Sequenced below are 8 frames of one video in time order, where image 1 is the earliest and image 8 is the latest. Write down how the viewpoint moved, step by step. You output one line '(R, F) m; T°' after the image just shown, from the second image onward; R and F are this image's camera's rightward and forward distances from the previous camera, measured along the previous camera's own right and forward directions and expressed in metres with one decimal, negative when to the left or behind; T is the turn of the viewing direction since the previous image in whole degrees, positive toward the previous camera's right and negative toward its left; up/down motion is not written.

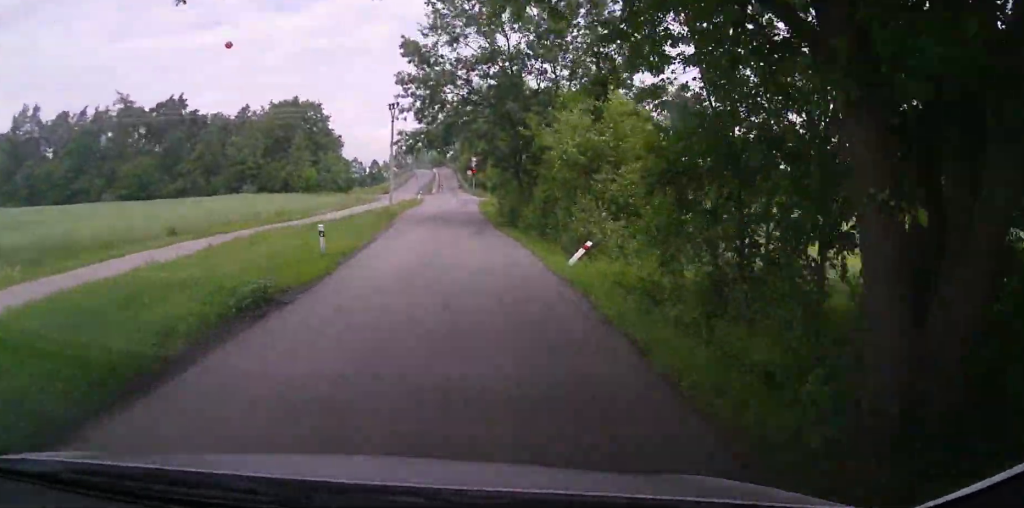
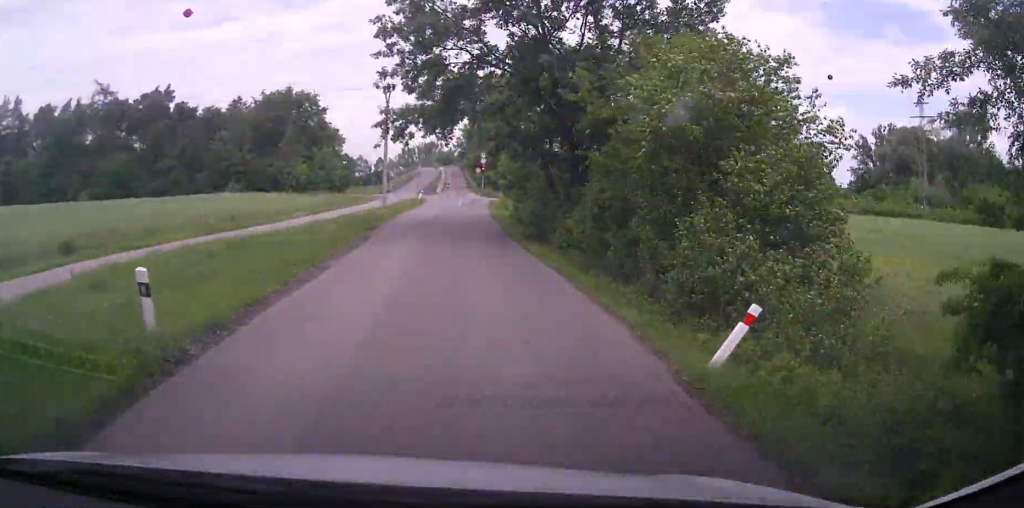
(+0.2, +10.2) m; +1°
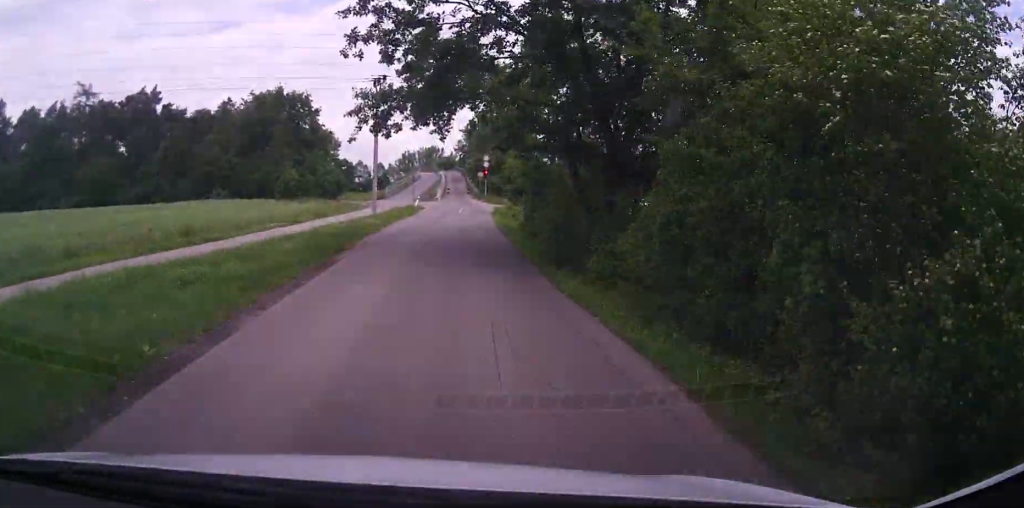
(0.0, +6.5) m; 0°
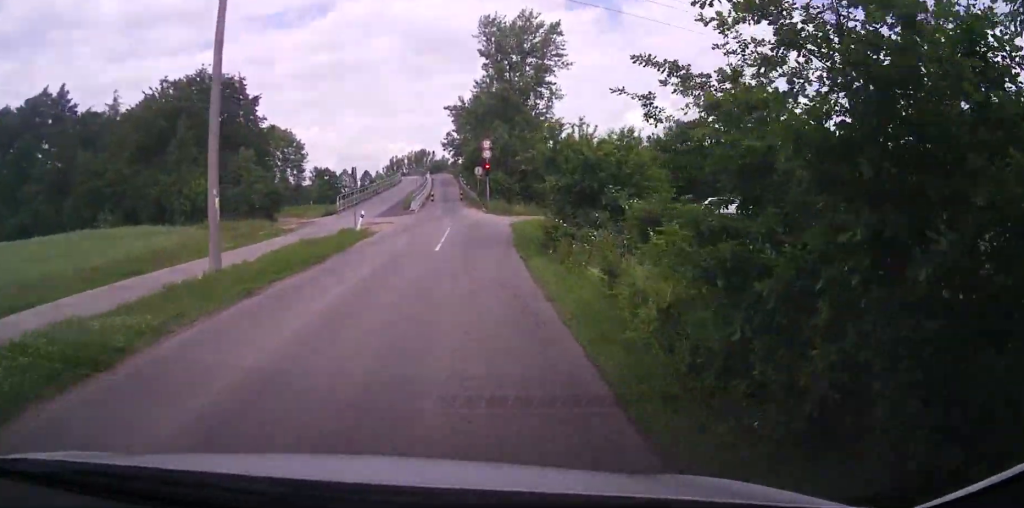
(-4.2, +28.7) m; -11°
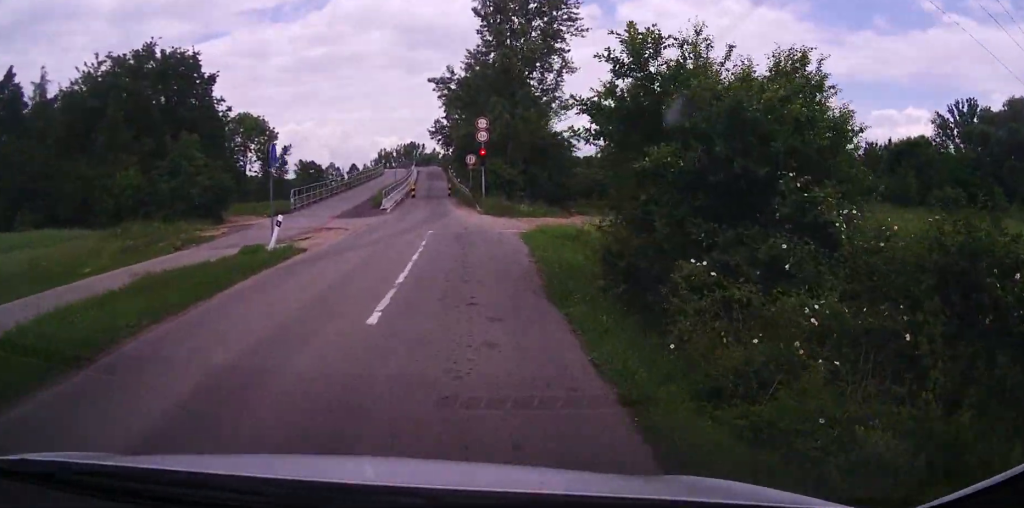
(+1.1, +11.9) m; +9°
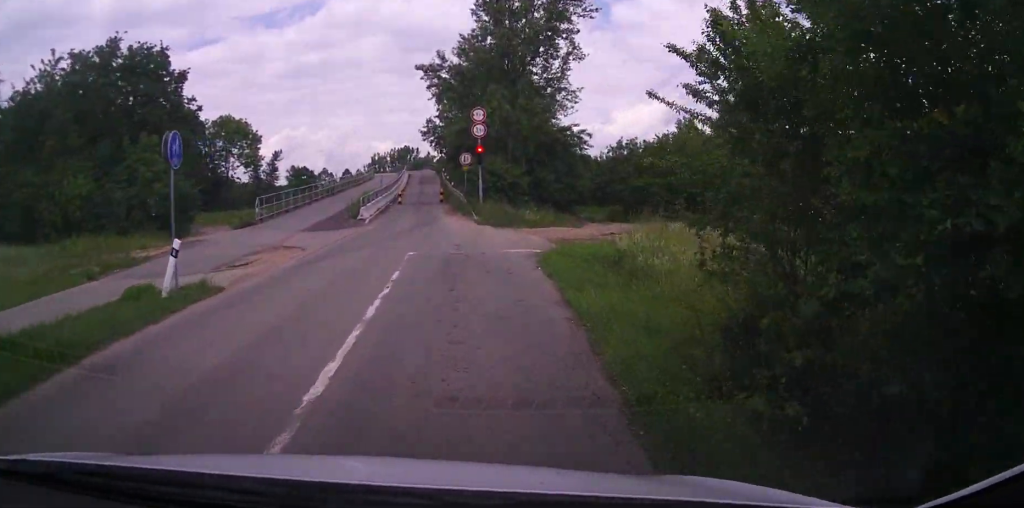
(0.0, +7.1) m; -1°
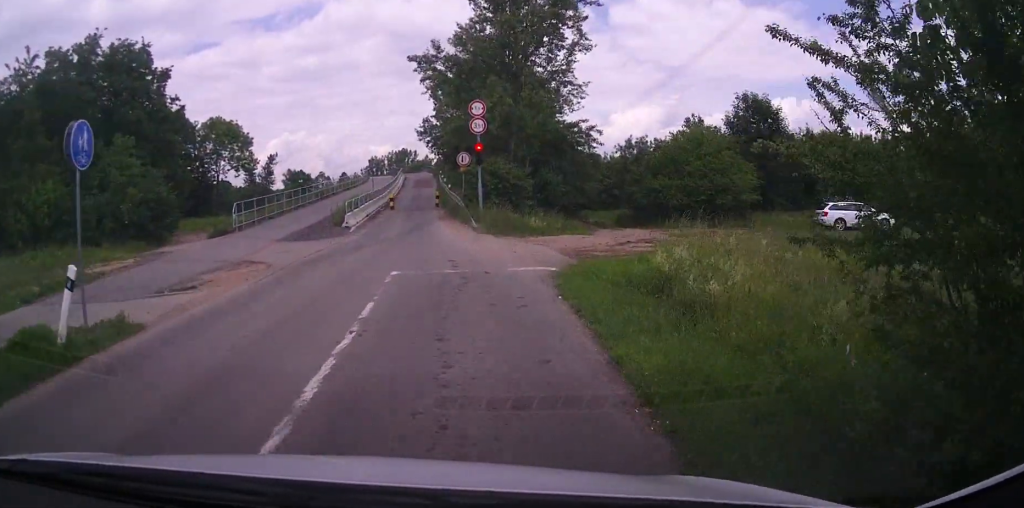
(0.0, +3.8) m; 0°
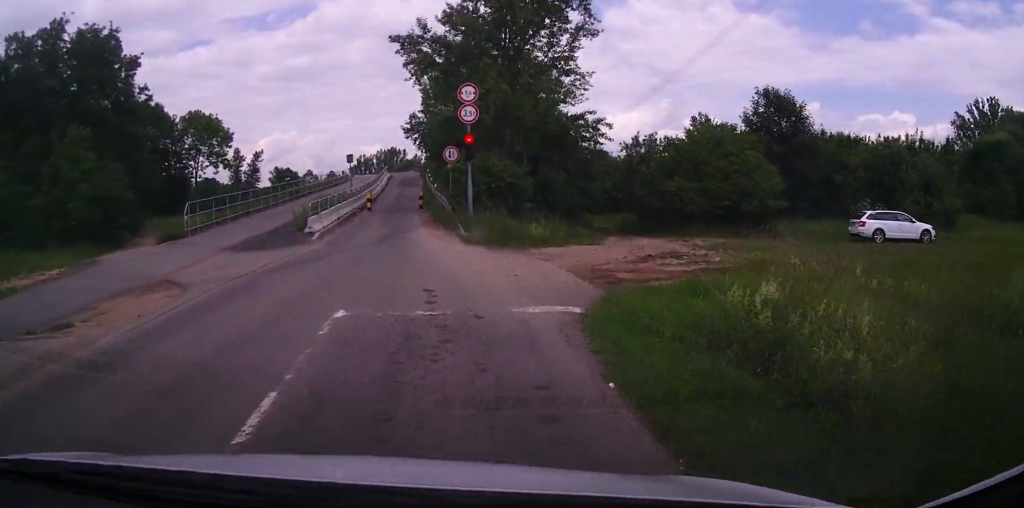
(0.0, +5.6) m; 0°
